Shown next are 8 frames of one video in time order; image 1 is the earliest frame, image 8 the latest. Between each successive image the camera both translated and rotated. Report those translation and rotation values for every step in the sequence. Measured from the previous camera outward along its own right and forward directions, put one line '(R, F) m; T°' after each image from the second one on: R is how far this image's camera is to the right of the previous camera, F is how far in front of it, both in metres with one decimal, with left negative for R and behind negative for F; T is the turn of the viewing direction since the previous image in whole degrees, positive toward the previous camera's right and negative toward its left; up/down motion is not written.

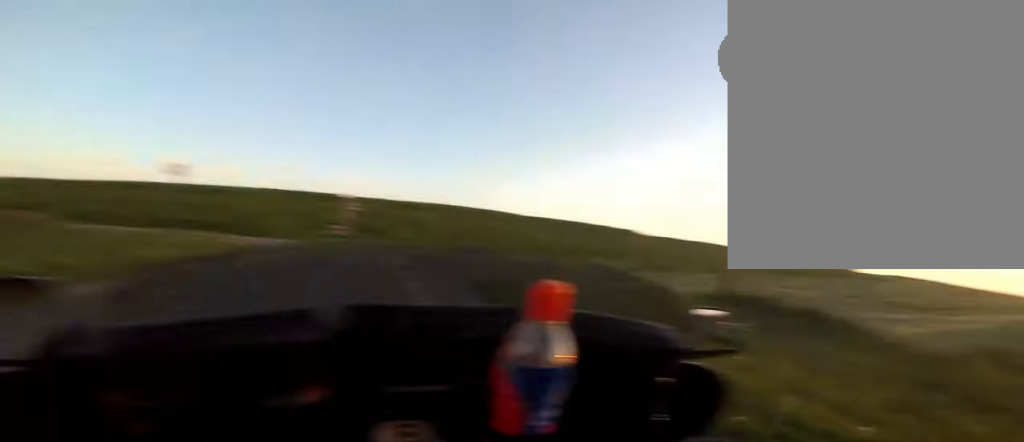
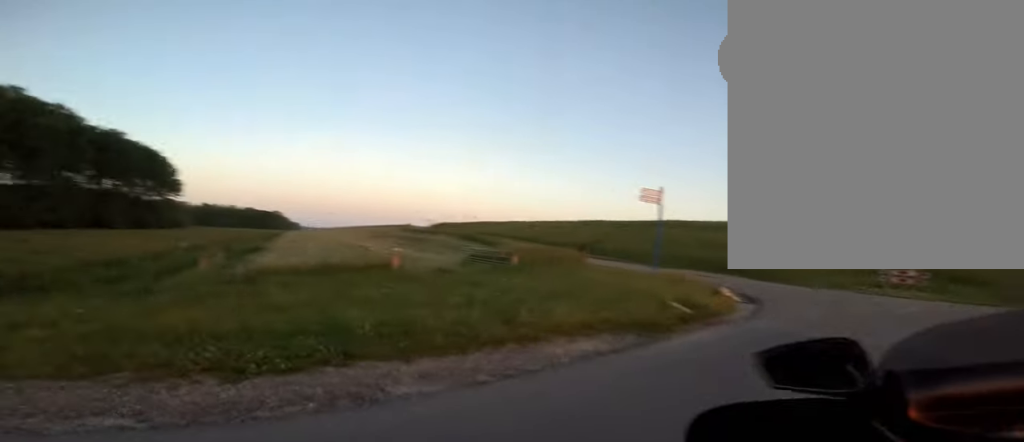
(+0.2, +5.3) m; -6°
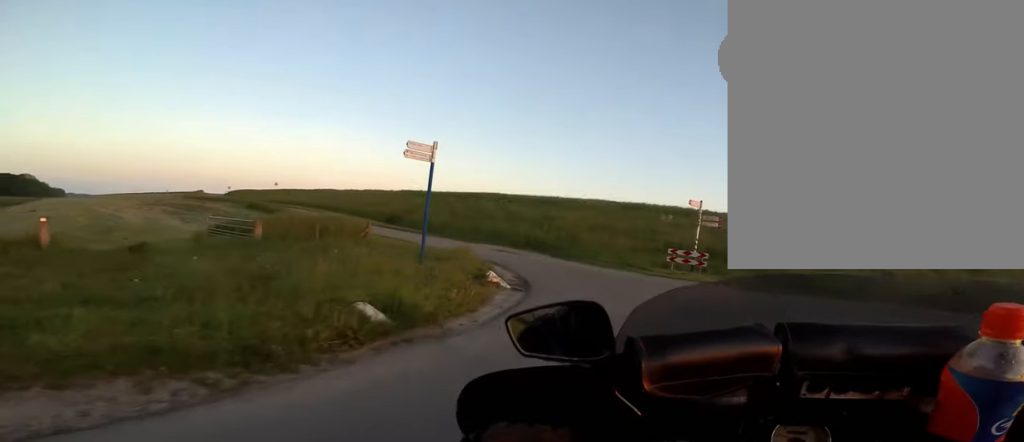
(0.0, +3.1) m; -10°
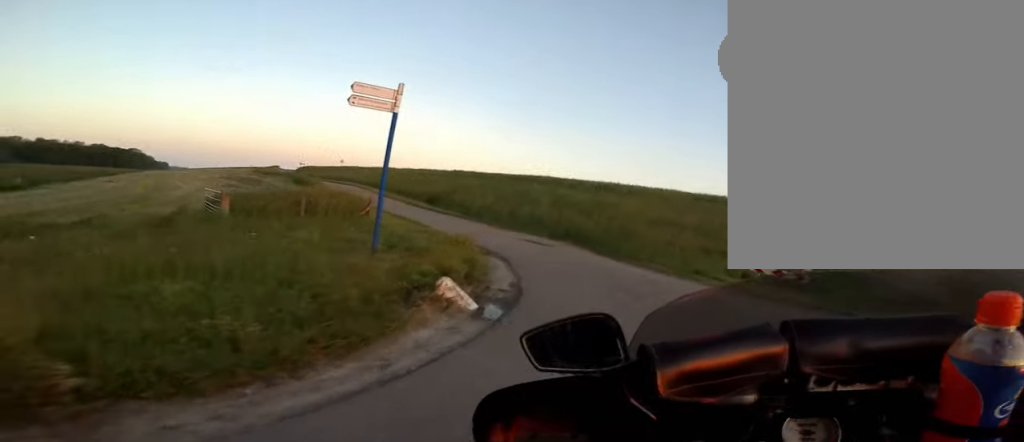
(-0.7, +3.5) m; -12°
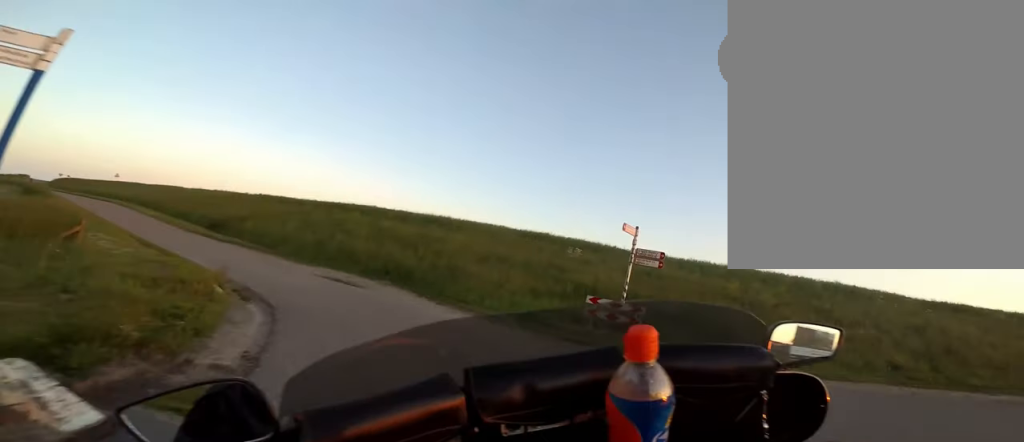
(-0.1, +2.2) m; -9°
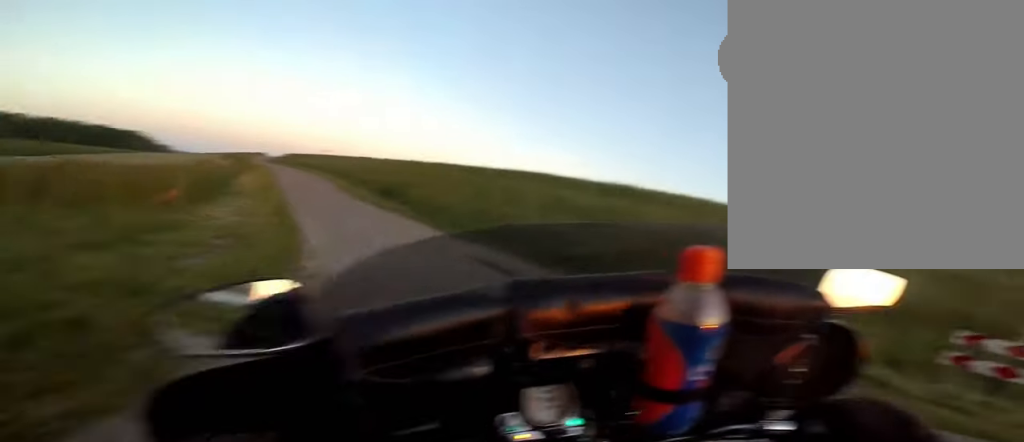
(-0.5, +4.2) m; -18°
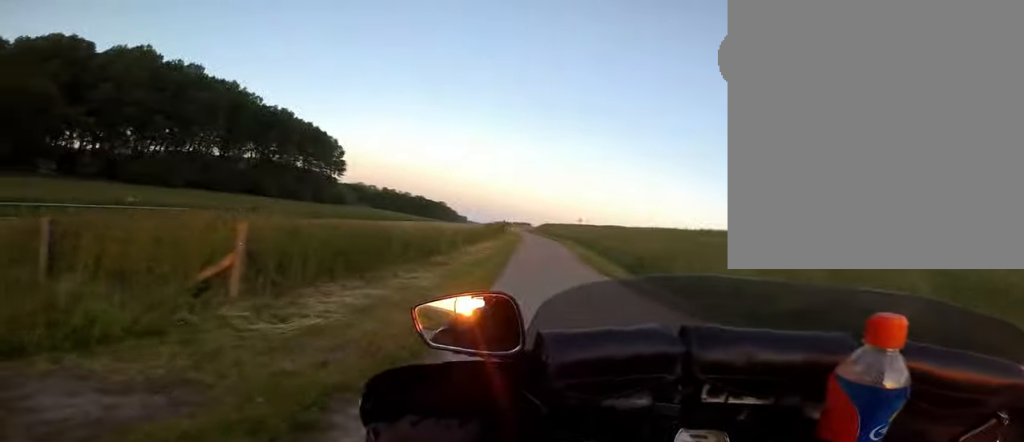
(-1.1, +5.5) m; -15°
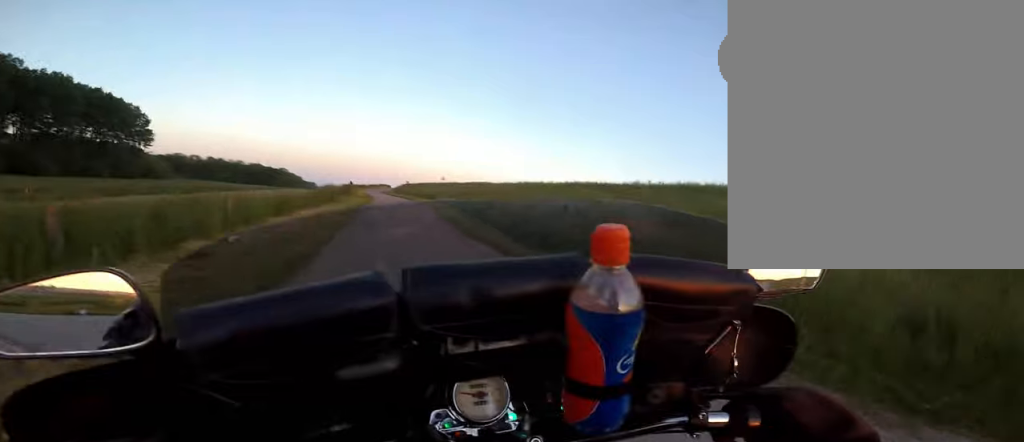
(0.0, +3.3) m; -4°
